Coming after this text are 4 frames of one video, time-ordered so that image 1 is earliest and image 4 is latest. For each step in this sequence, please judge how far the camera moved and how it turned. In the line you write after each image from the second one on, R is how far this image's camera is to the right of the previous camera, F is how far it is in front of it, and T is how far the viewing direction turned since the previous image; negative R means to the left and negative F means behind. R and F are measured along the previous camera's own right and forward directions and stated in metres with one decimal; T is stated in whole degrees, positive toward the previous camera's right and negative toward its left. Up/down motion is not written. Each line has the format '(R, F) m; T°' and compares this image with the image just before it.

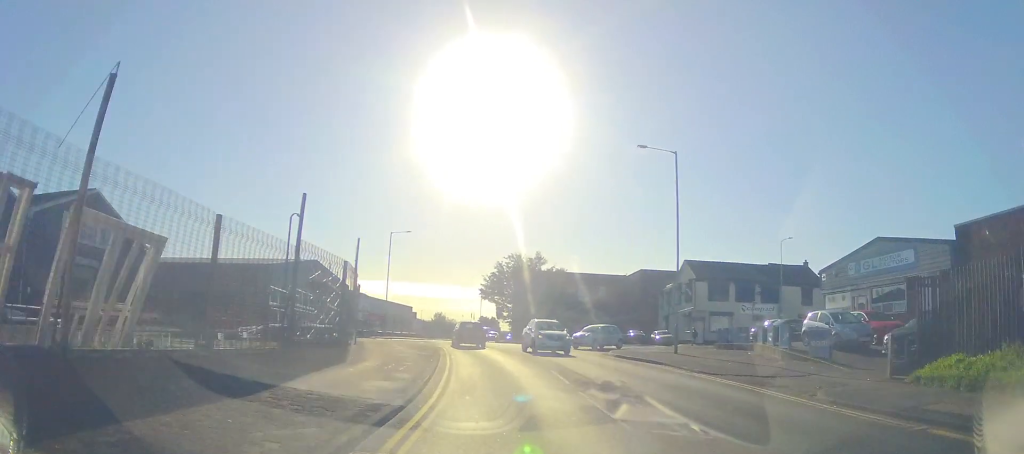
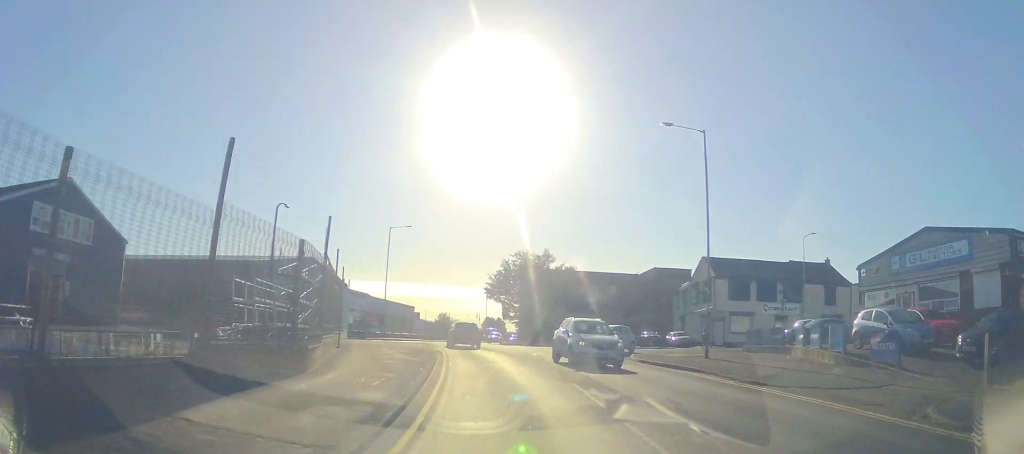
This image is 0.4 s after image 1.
(0.0, +3.5) m; -1°
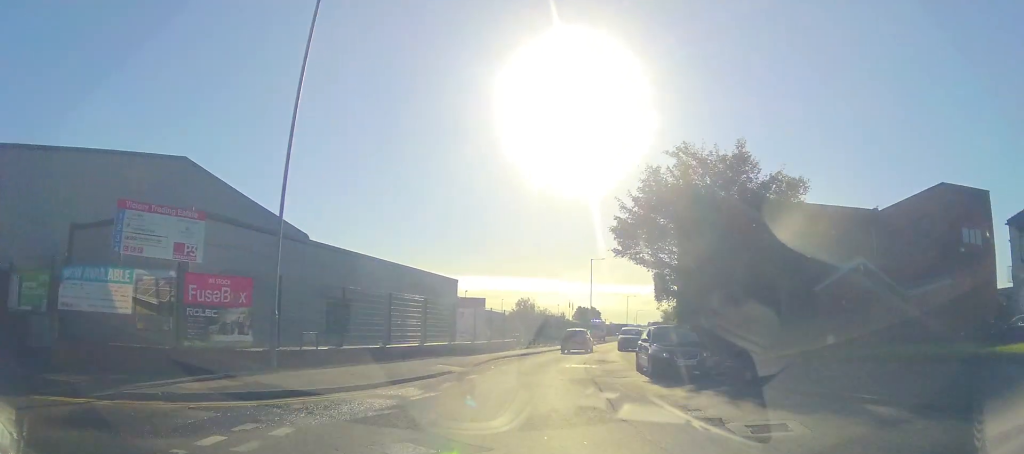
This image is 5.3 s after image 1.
(-4.8, +39.0) m; -8°
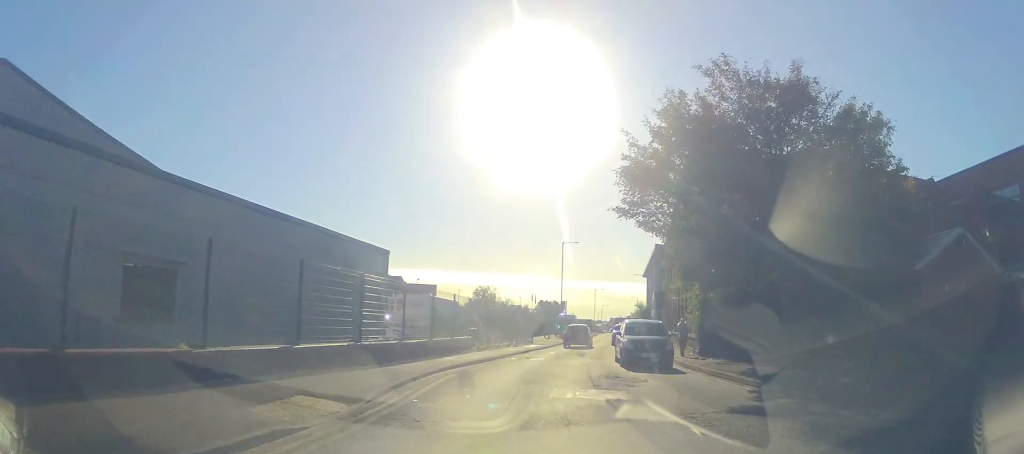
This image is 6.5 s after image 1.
(+1.1, +10.6) m; +6°
